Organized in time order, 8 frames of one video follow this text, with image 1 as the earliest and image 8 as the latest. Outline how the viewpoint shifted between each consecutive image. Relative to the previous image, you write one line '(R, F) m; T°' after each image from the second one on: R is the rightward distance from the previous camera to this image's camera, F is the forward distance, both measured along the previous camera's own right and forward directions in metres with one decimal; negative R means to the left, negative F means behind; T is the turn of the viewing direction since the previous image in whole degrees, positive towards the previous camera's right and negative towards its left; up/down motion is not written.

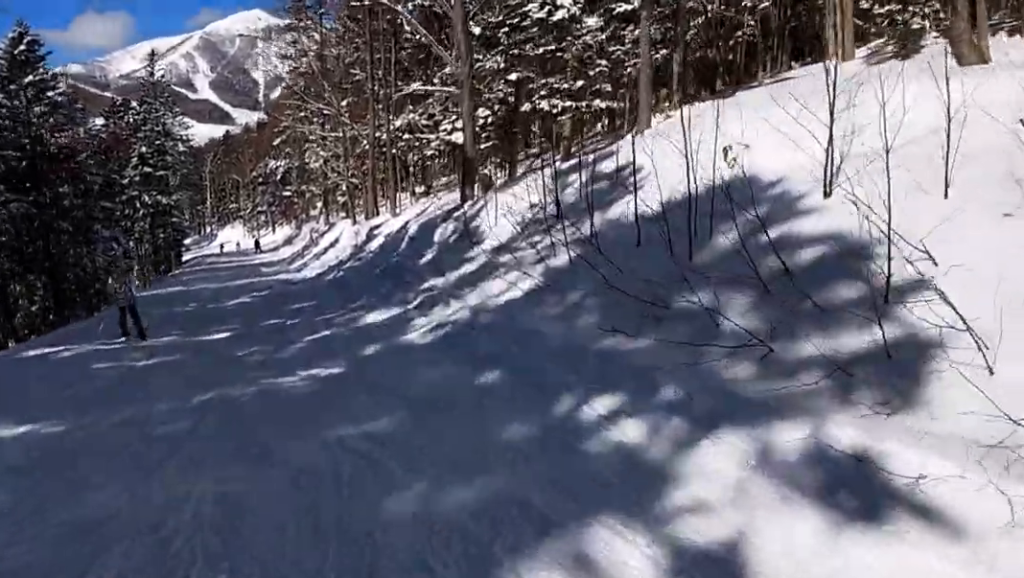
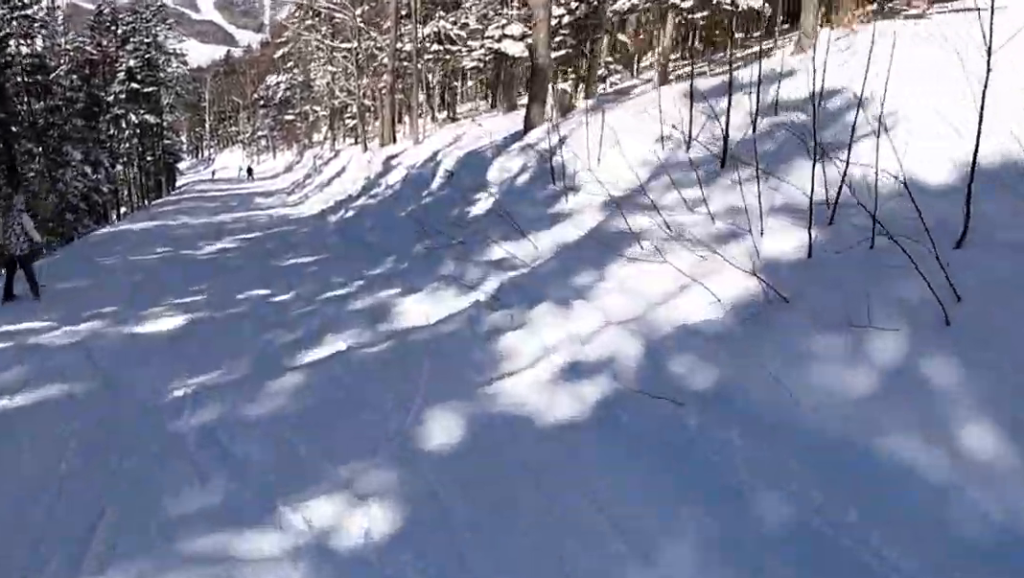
(+0.3, +4.9) m; +4°
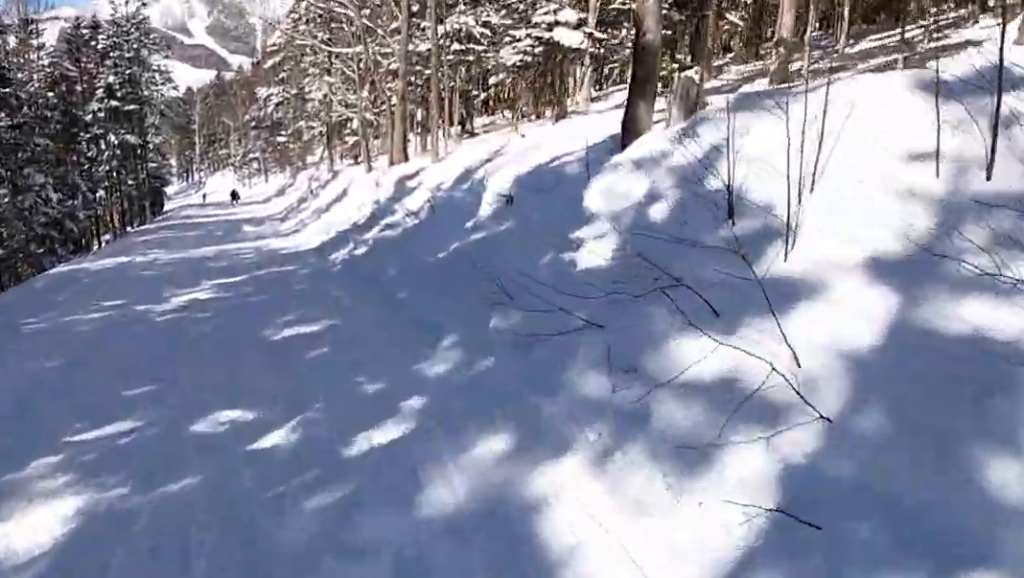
(0.0, +4.4) m; 0°
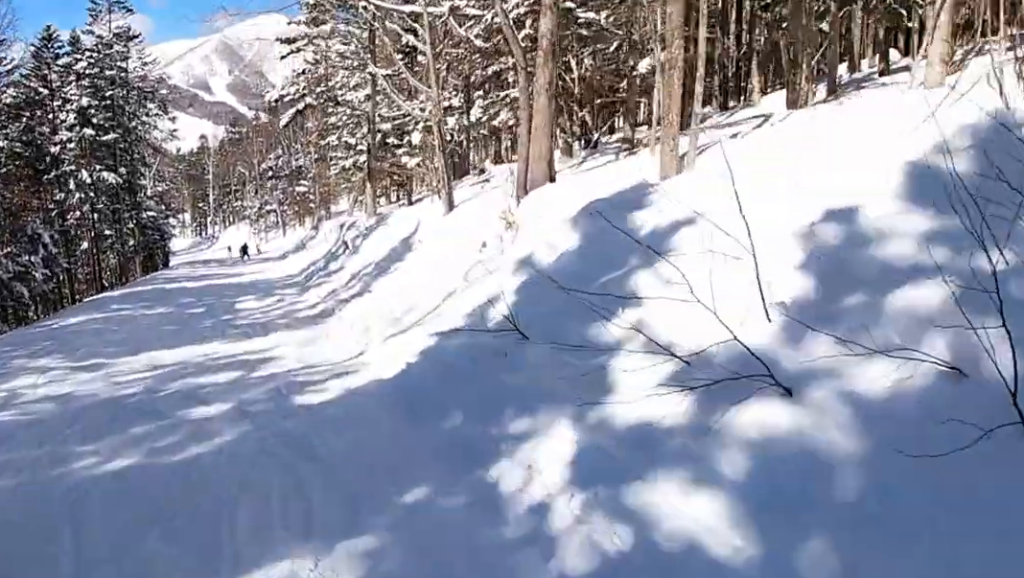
(0.0, +12.2) m; -7°
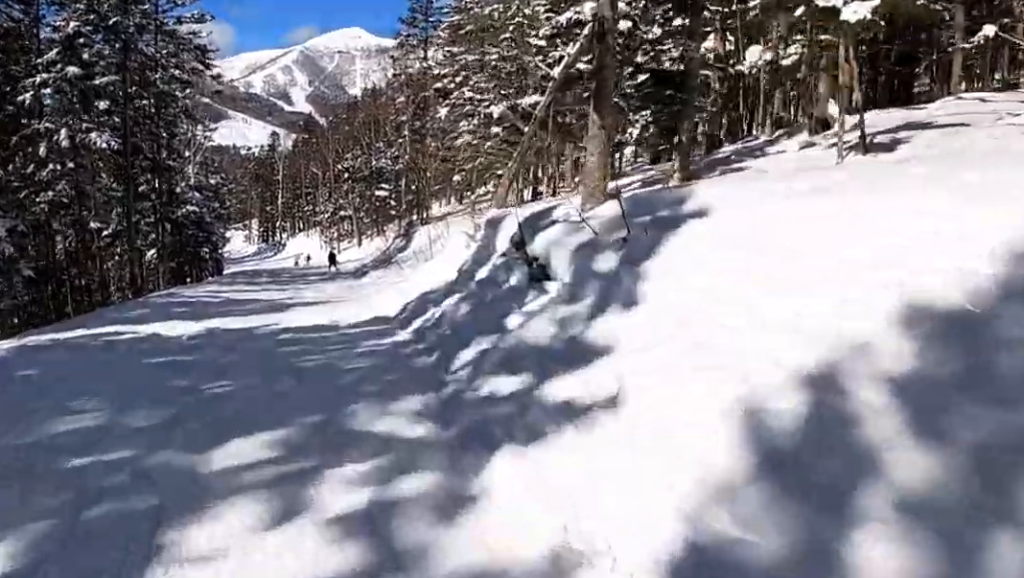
(-1.9, +14.5) m; -9°
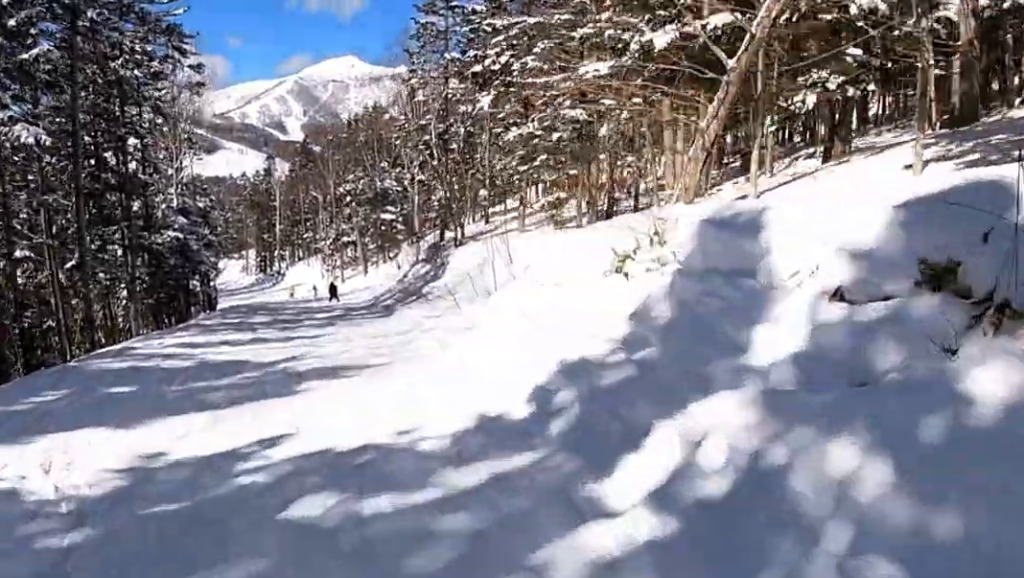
(0.0, +7.4) m; 0°
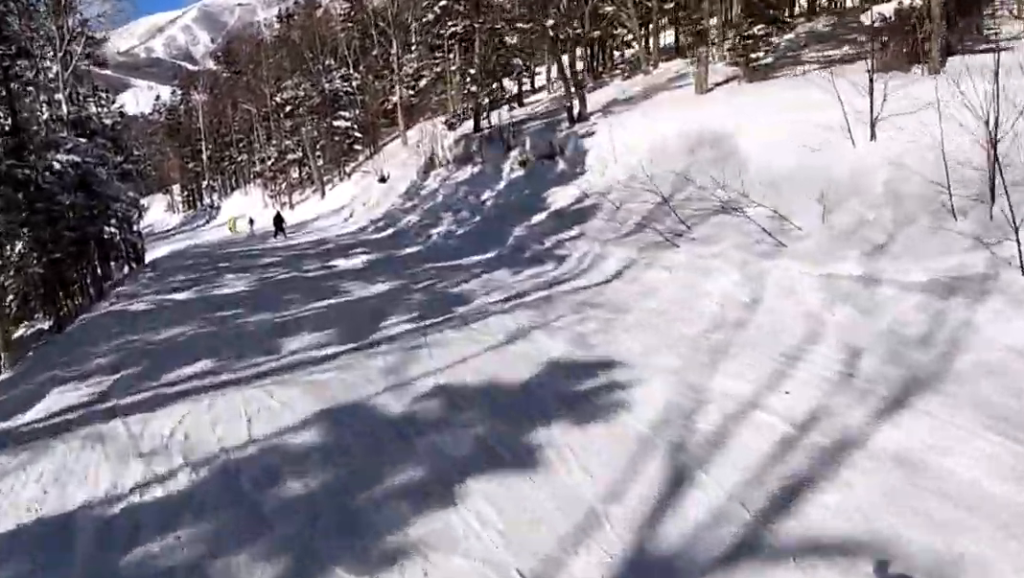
(0.0, +13.1) m; +1°
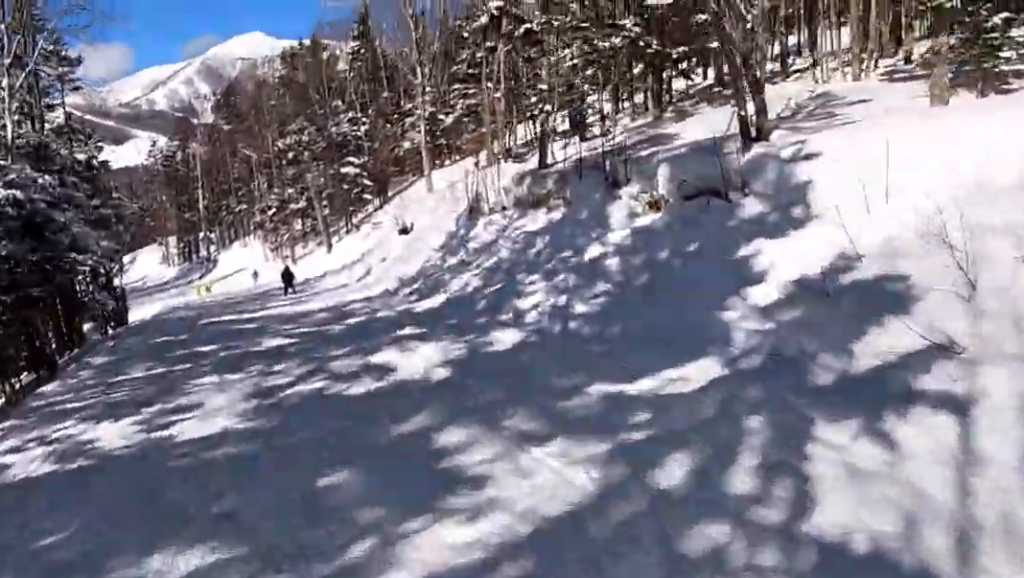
(+0.1, +6.6) m; +1°
